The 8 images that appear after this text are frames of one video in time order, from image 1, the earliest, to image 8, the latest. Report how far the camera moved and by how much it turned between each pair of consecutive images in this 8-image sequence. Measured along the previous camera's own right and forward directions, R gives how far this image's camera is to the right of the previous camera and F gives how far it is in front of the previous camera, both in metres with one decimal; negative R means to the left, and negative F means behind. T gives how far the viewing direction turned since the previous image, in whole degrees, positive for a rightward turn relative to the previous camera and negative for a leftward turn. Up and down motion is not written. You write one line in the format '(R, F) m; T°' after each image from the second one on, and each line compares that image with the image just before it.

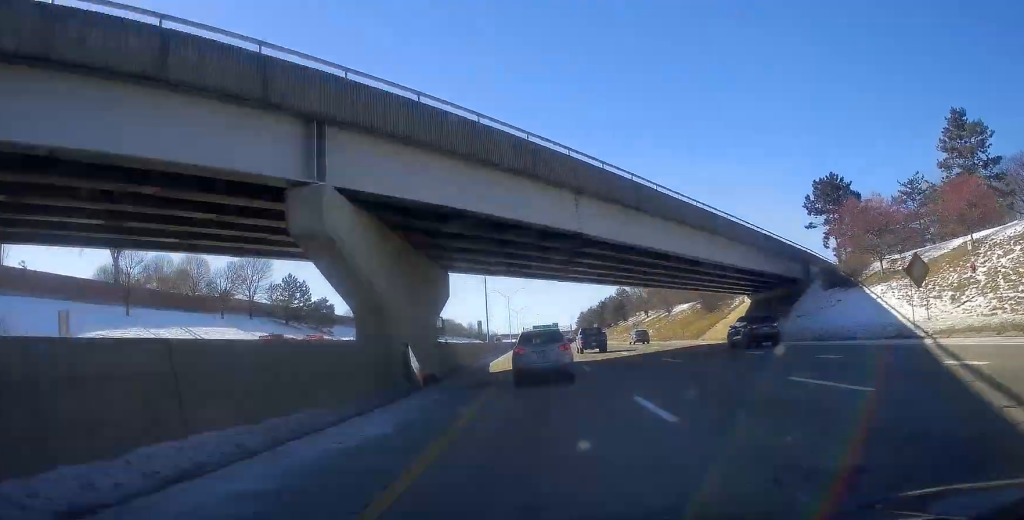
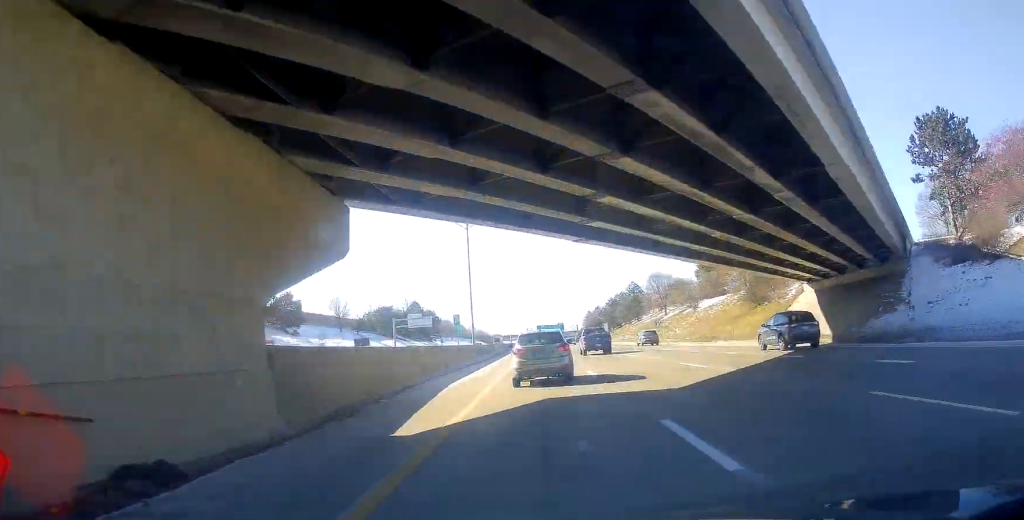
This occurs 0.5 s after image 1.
(+0.1, +19.5) m; 0°
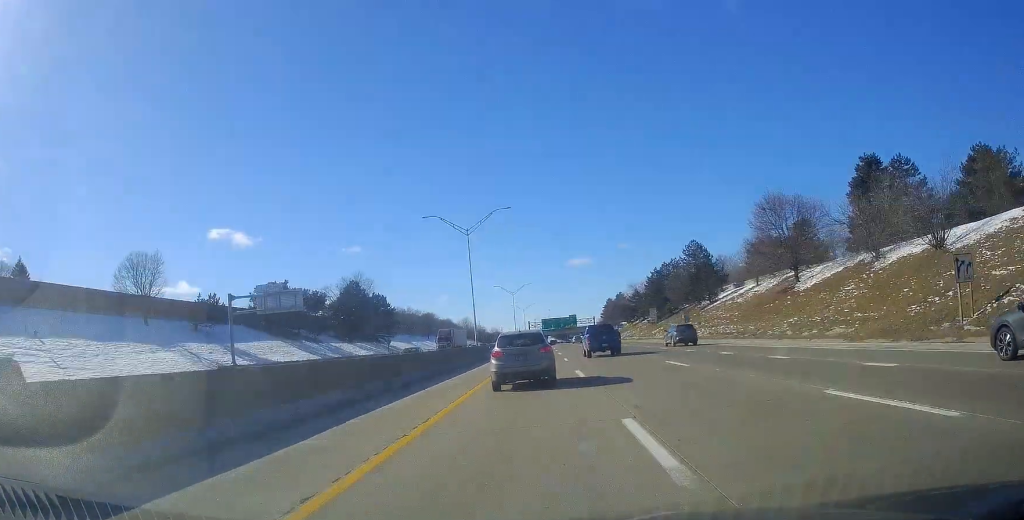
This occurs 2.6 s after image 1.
(-0.6, +74.8) m; -1°
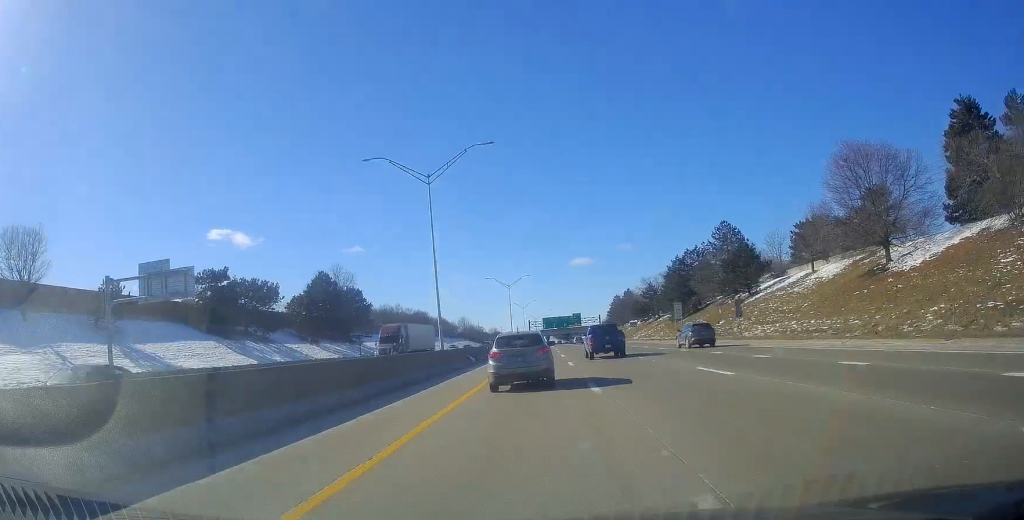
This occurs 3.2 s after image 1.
(0.0, +20.3) m; 0°
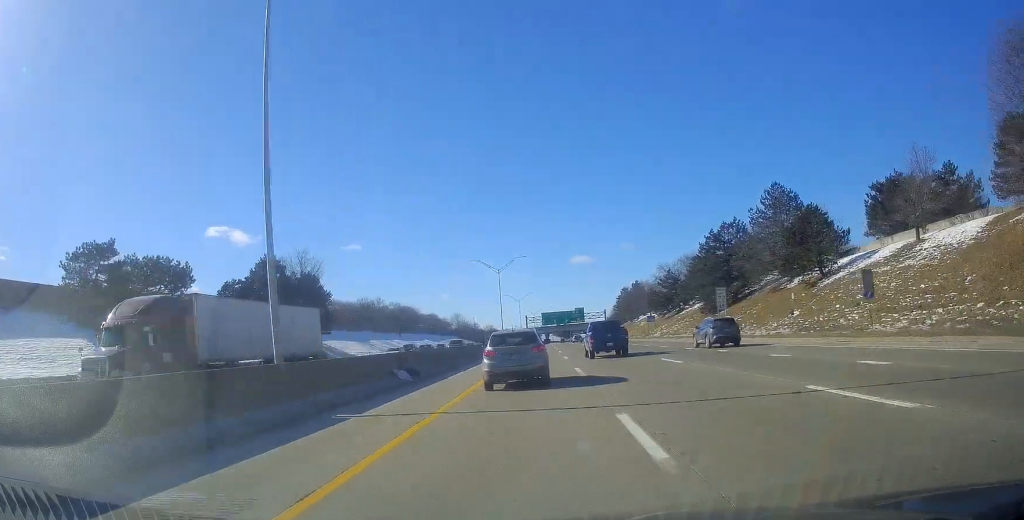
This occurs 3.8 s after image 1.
(0.0, +23.9) m; 0°
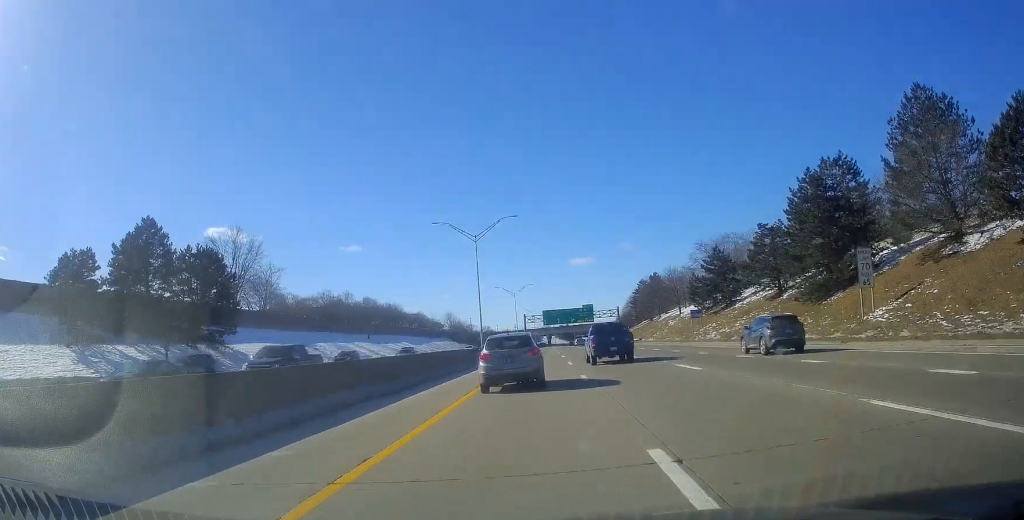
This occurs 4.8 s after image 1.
(-0.2, +33.3) m; 0°
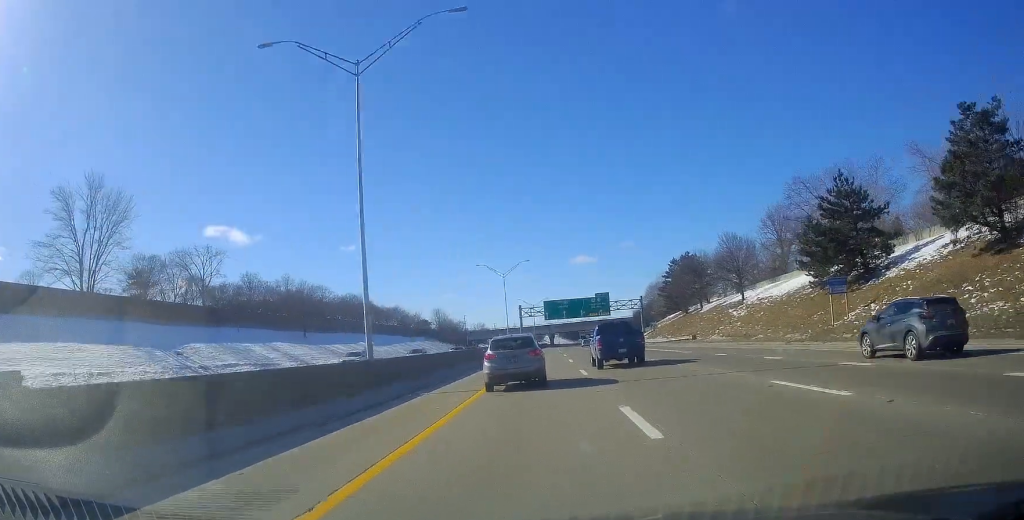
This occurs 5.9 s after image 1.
(+0.2, +40.6) m; +1°
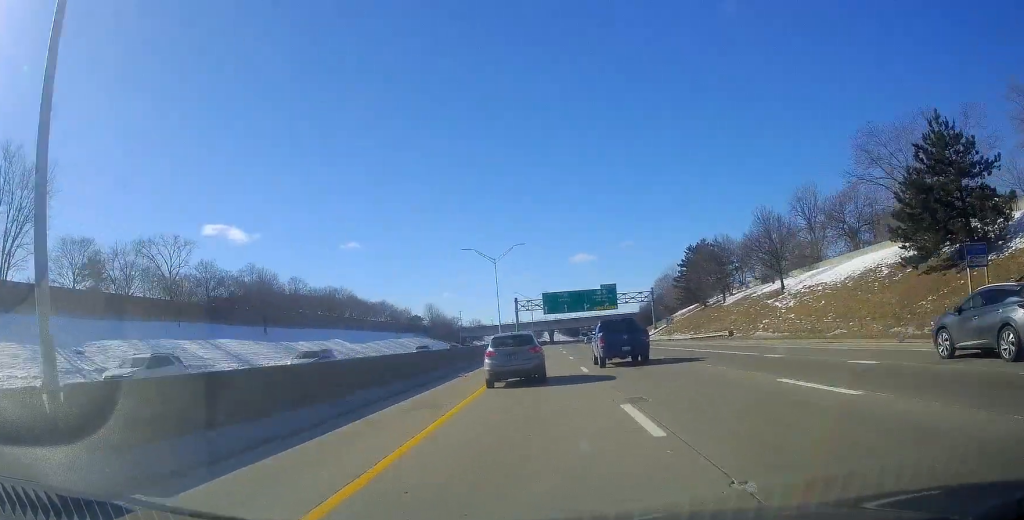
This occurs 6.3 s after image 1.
(+0.1, +15.5) m; 0°
